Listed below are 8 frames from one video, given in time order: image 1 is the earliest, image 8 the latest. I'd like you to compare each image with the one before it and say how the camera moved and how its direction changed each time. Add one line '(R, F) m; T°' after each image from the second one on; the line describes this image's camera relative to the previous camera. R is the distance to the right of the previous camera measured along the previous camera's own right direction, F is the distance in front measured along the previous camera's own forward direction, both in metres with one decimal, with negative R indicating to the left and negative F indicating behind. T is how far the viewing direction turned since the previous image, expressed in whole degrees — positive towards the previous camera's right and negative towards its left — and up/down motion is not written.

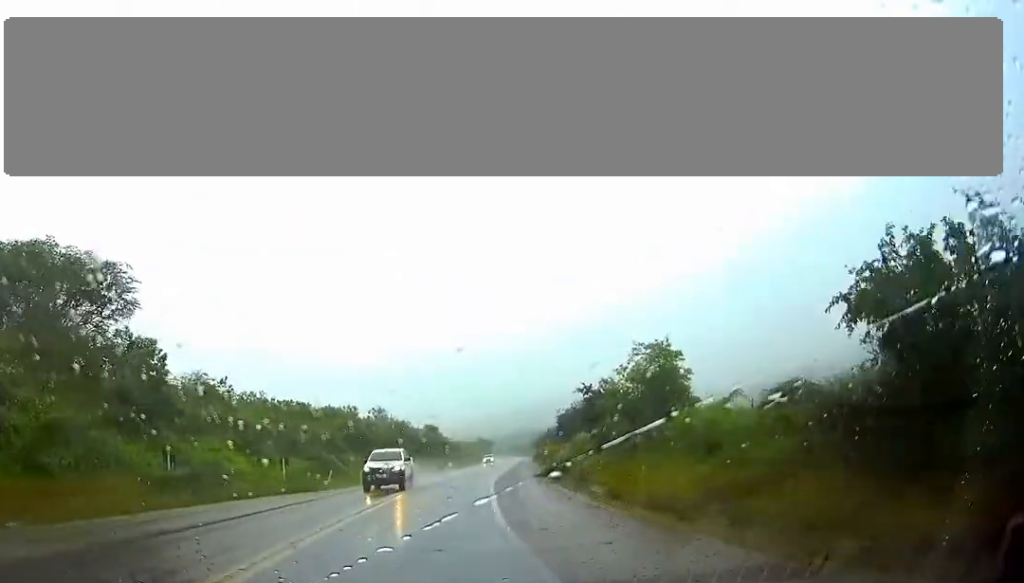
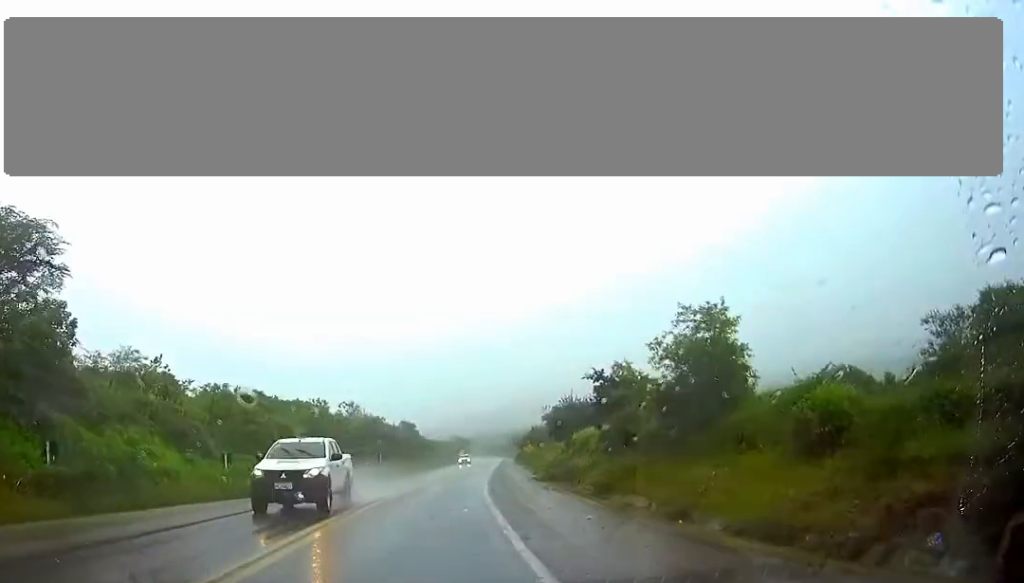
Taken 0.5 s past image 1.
(0.0, +8.1) m; +2°
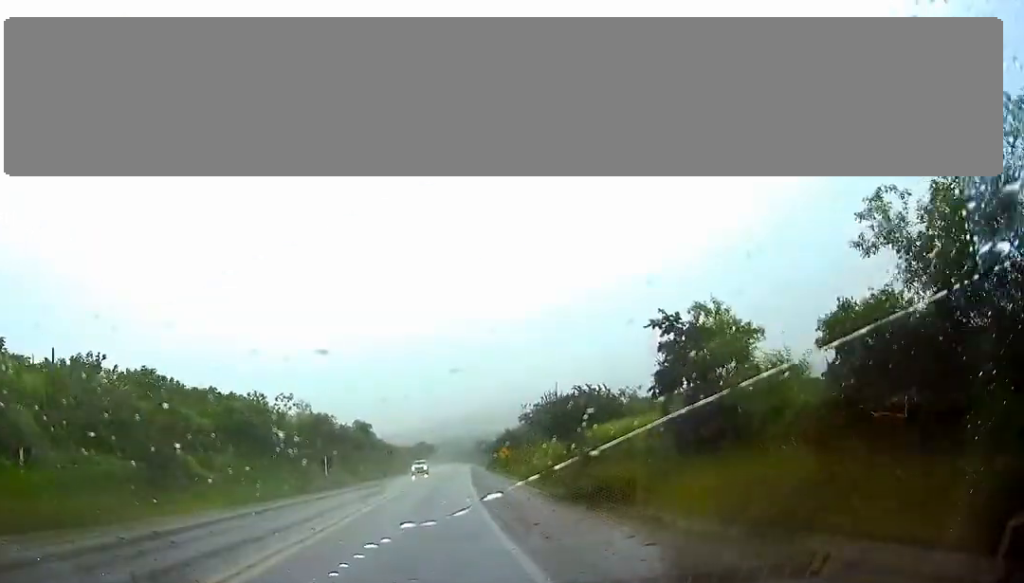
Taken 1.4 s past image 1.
(+0.6, +16.0) m; +2°
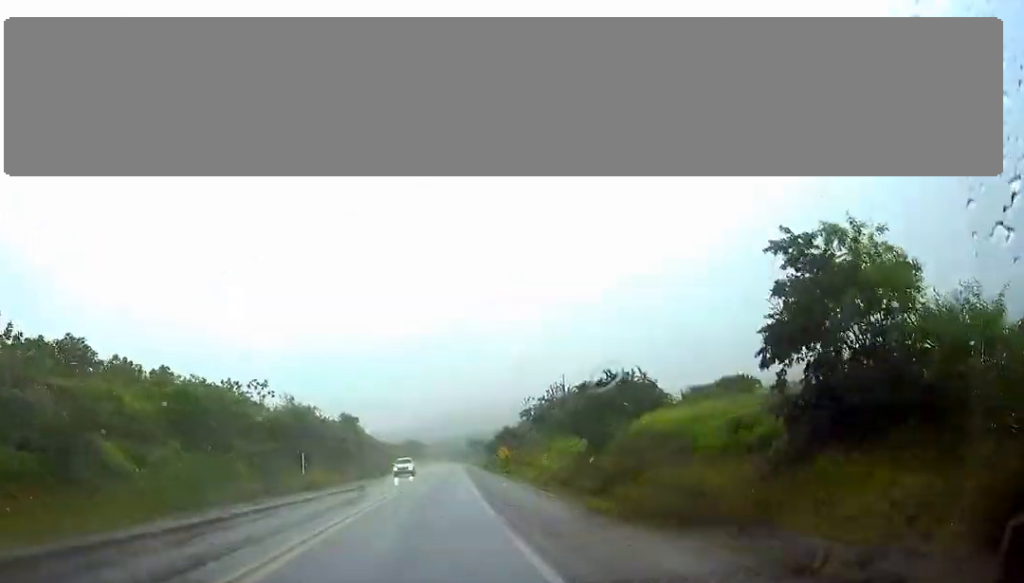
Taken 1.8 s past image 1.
(+0.1, +8.5) m; +1°
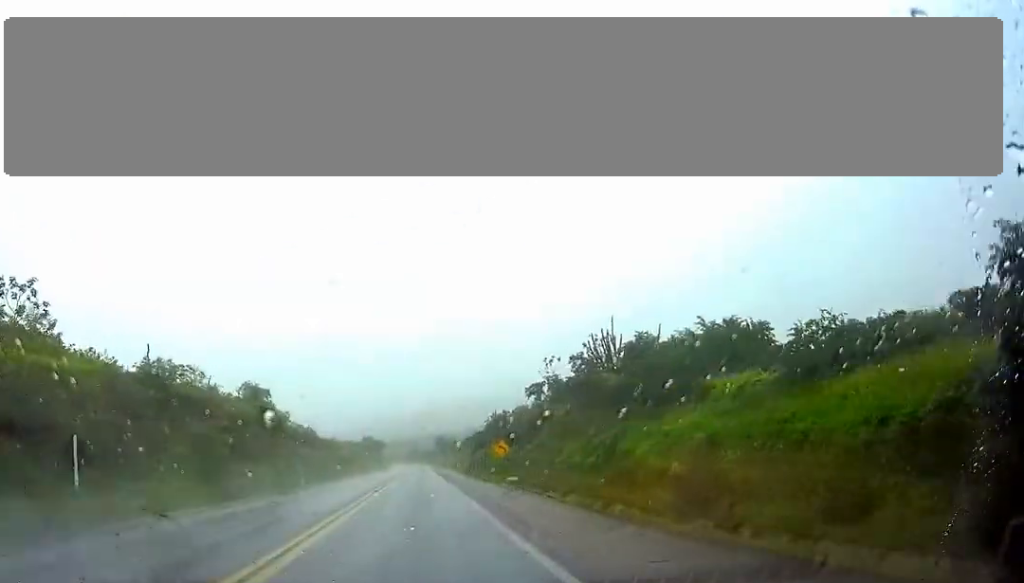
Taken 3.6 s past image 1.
(+0.9, +33.5) m; +3°
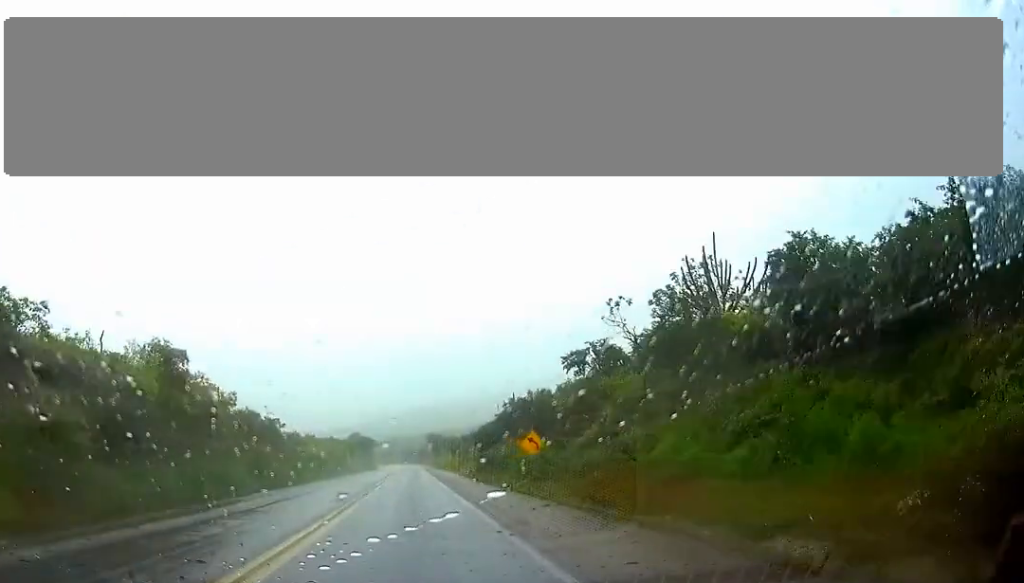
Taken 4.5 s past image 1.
(+0.1, +18.3) m; 0°
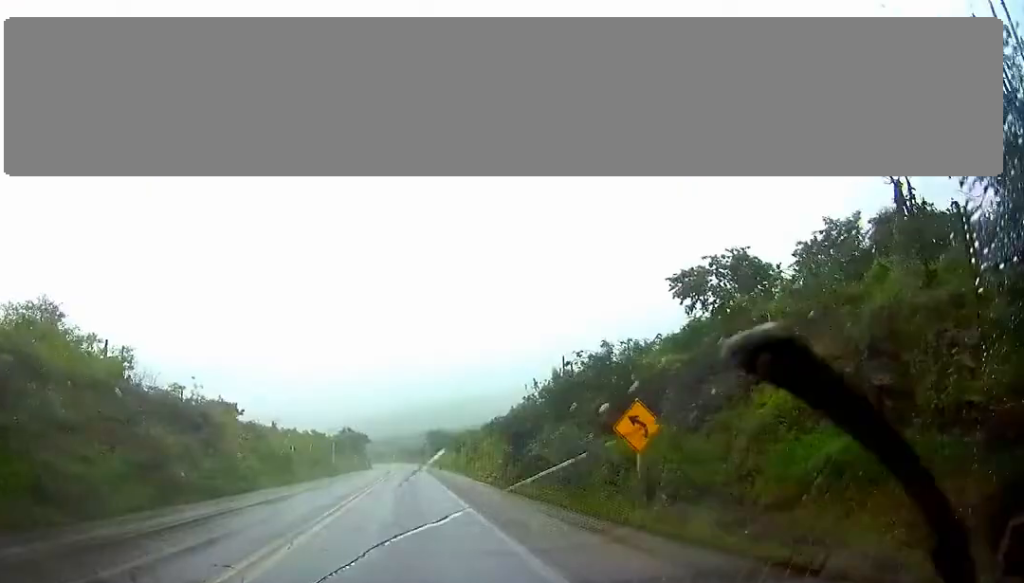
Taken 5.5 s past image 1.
(0.0, +19.4) m; 0°
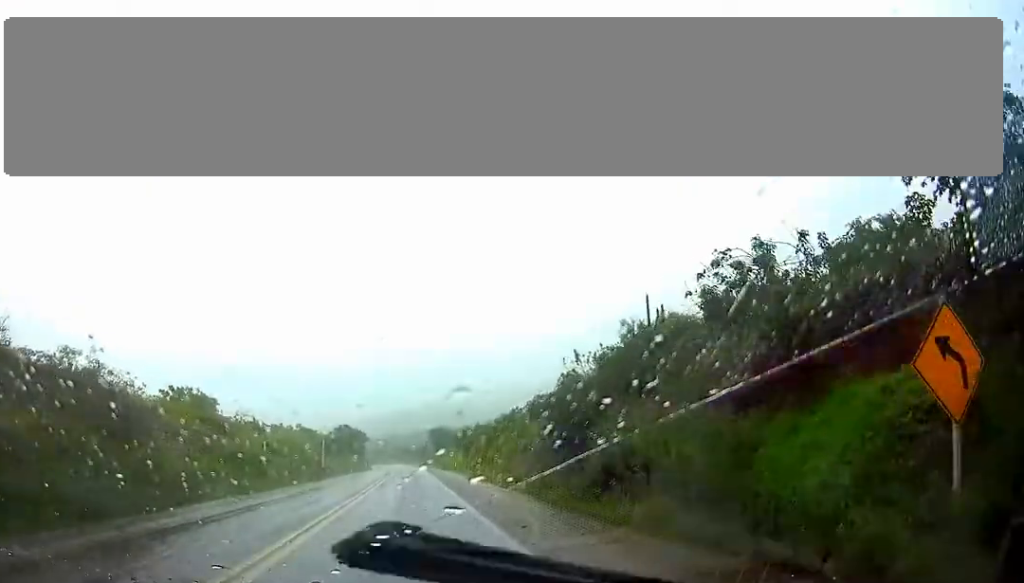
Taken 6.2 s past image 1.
(0.0, +13.5) m; 0°
